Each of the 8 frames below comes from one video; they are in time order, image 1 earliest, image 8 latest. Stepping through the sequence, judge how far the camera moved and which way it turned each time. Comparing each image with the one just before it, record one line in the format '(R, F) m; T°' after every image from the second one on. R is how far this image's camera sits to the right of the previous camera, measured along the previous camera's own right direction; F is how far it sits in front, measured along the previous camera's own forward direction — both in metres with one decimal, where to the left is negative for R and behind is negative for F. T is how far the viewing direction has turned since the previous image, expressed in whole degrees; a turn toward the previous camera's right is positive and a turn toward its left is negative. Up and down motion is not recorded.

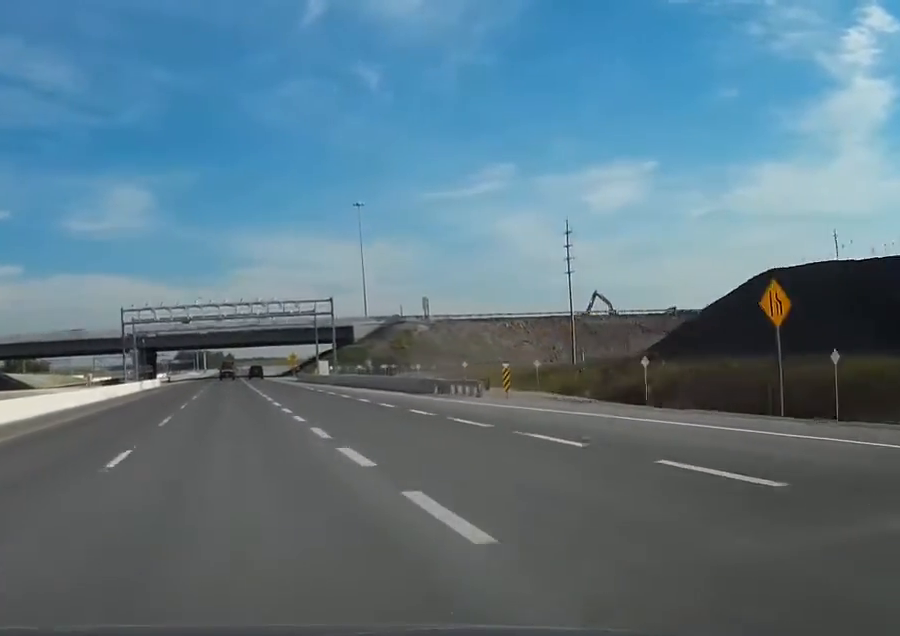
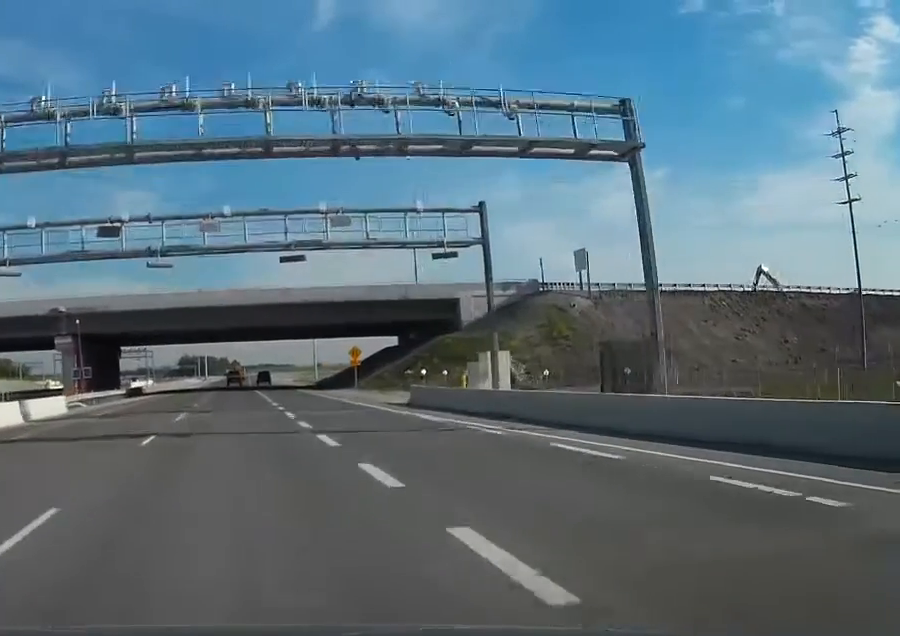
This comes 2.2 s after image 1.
(-0.4, +66.9) m; 0°
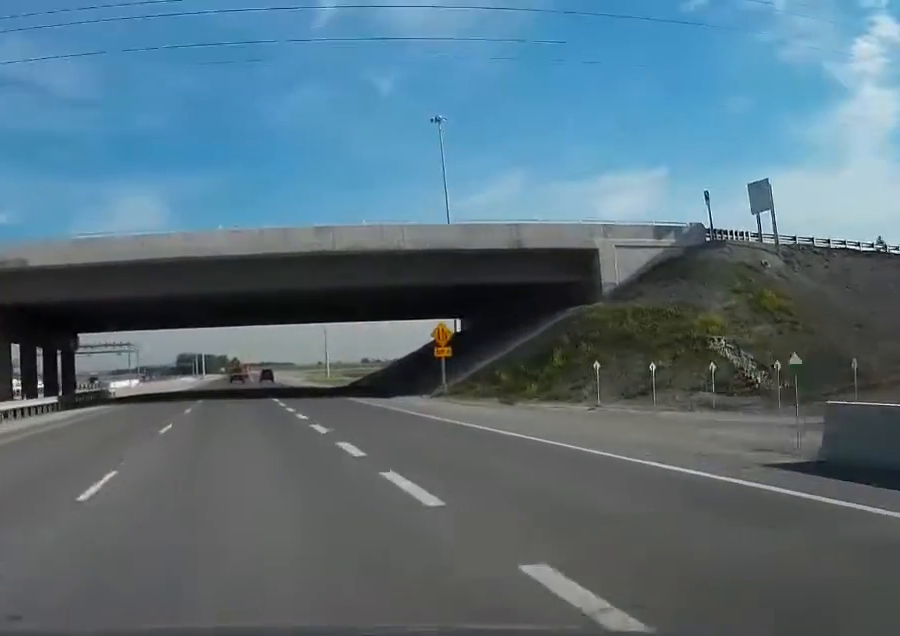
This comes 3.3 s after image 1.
(0.0, +32.6) m; 0°
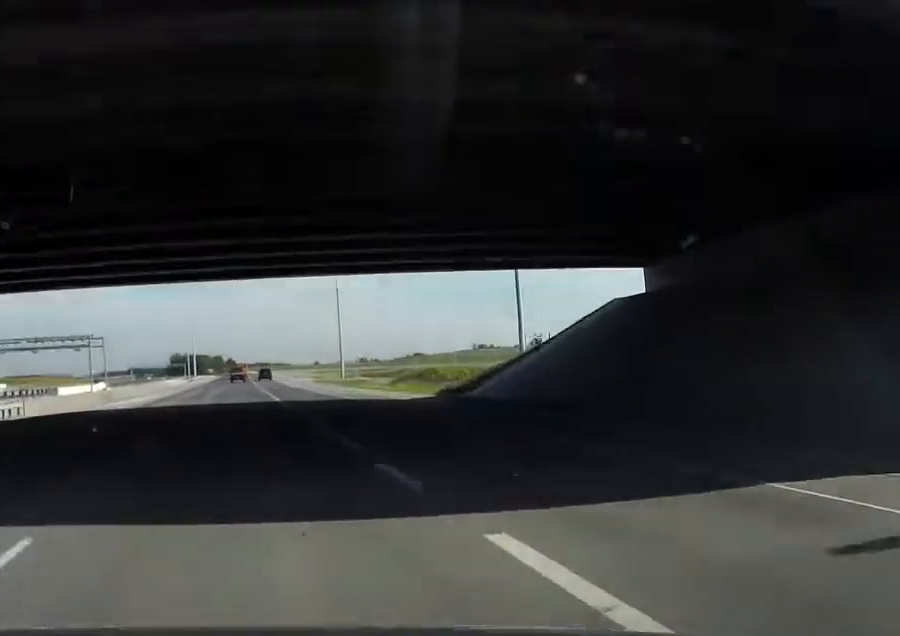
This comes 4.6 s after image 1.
(+0.1, +41.0) m; +1°
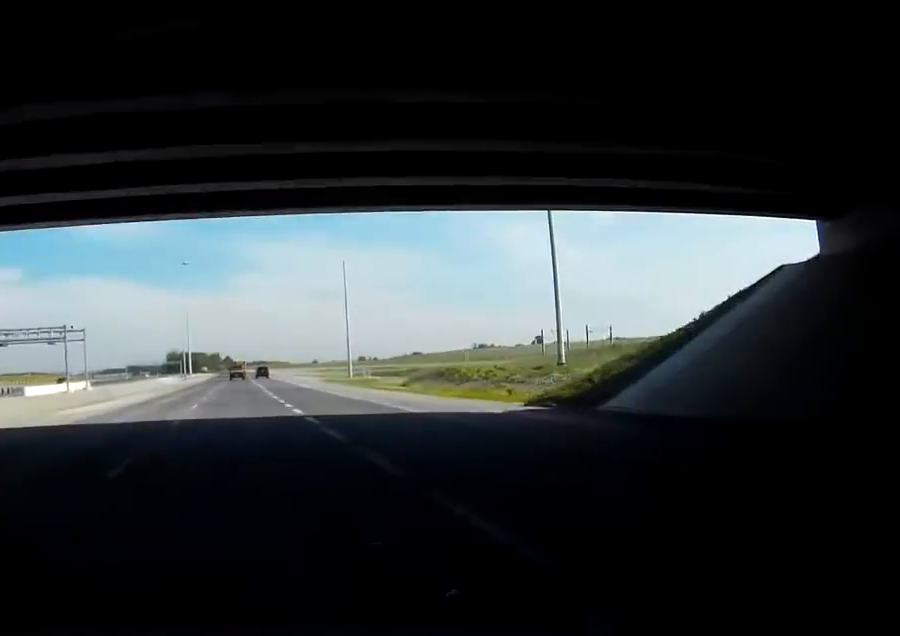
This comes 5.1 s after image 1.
(+0.1, +16.6) m; +1°
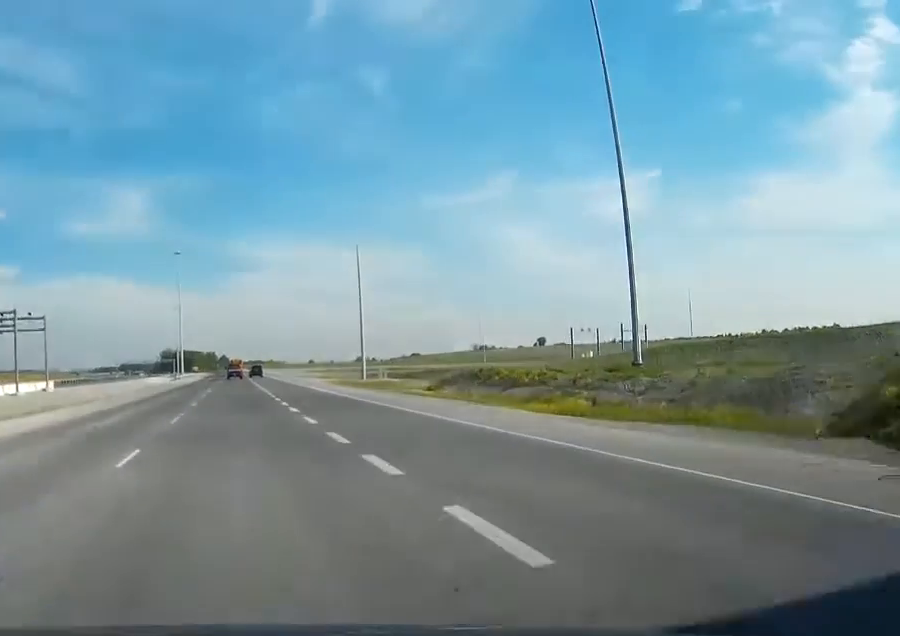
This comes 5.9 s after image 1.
(+0.2, +23.9) m; +1°
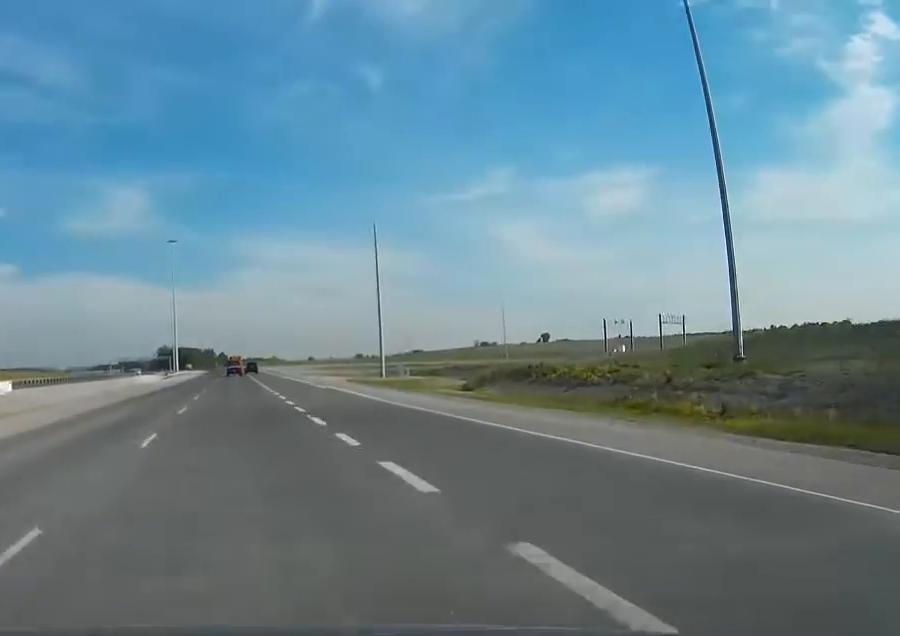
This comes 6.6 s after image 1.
(+0.2, +20.9) m; 0°
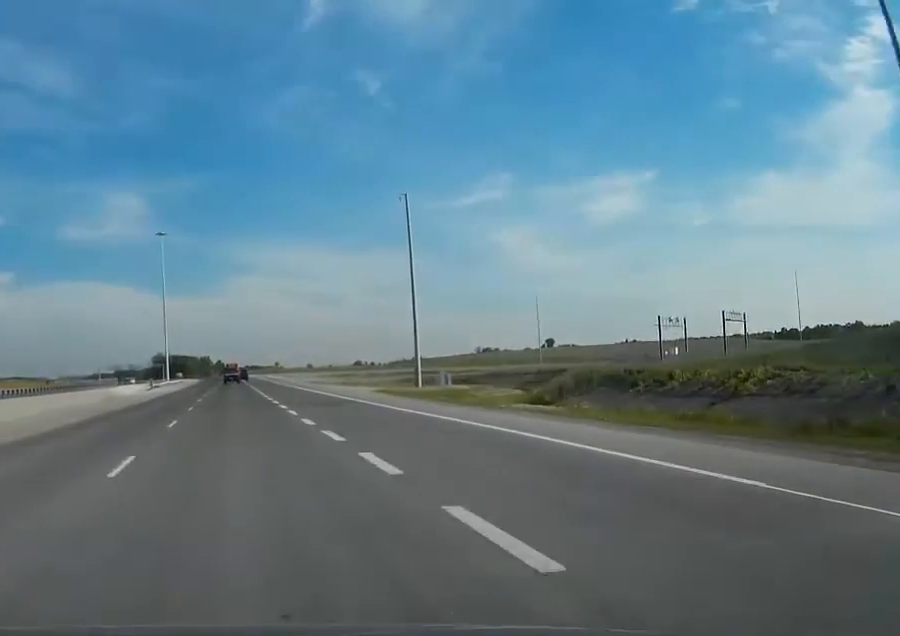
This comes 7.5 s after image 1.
(-0.2, +28.2) m; 0°
